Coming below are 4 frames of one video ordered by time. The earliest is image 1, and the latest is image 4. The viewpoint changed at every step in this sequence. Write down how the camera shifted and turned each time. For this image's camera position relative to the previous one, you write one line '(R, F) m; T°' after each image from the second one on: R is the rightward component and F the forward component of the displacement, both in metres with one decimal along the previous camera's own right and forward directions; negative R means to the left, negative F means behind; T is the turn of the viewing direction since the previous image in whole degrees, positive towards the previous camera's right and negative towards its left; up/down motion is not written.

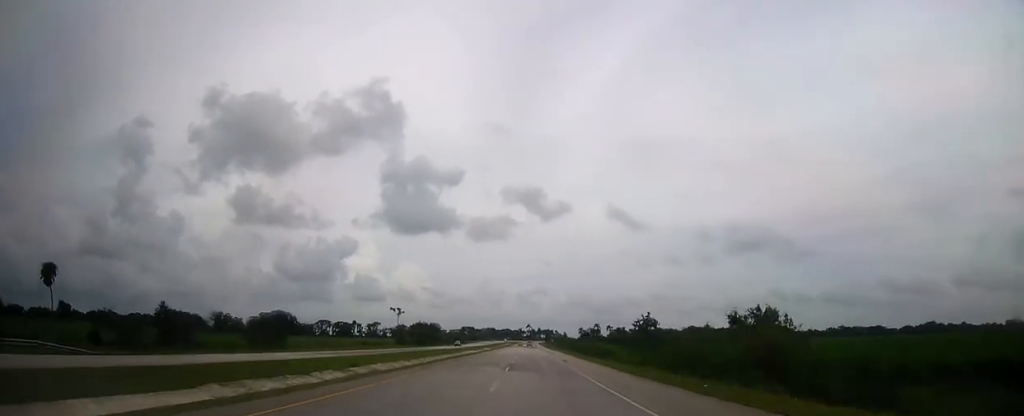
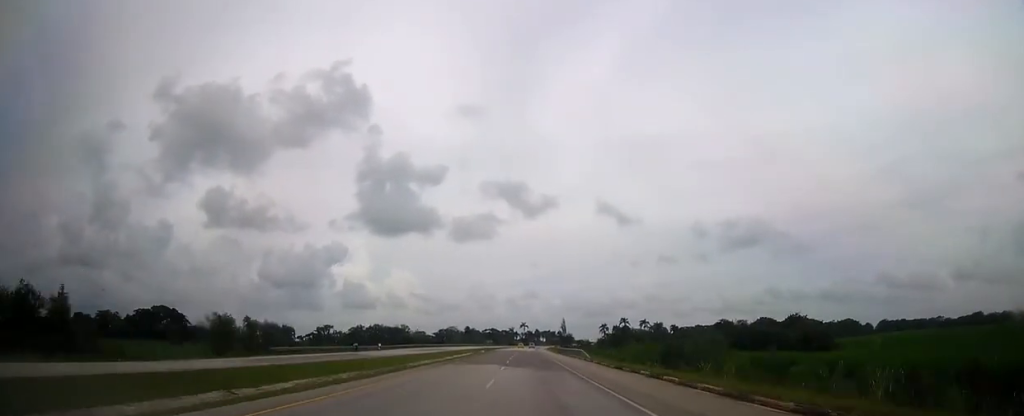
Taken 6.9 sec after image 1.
(0.0, +203.3) m; 0°
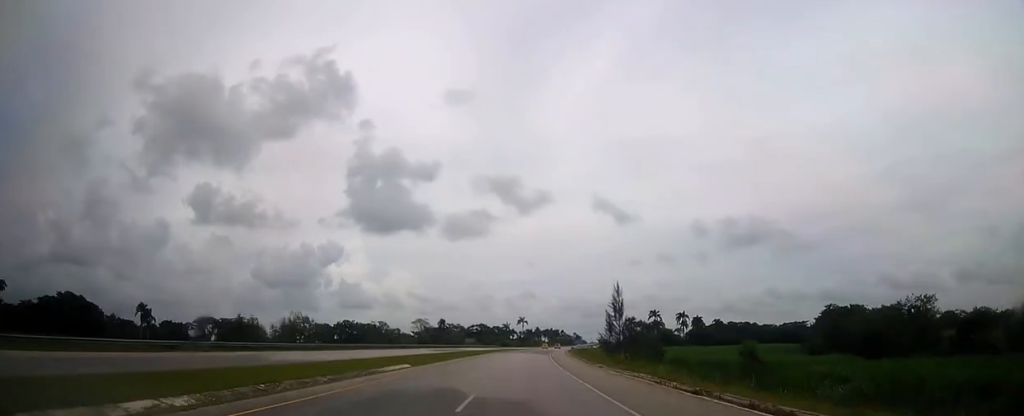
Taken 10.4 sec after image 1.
(+0.4, +102.5) m; +1°
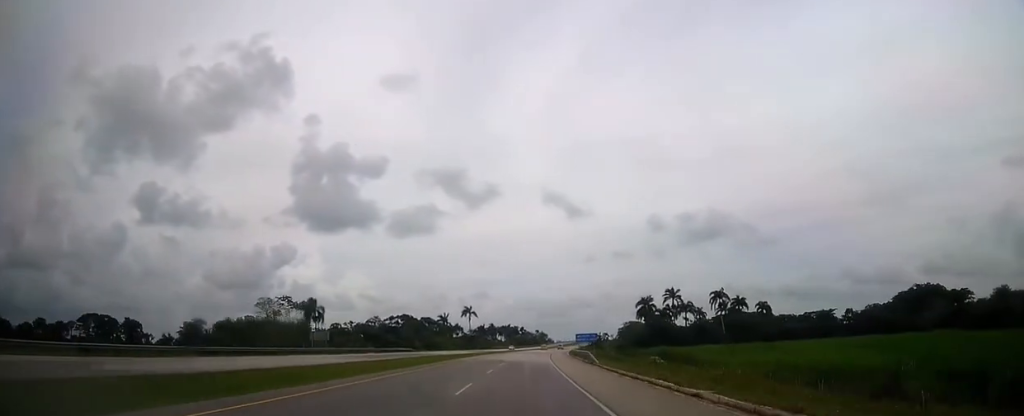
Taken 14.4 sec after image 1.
(+2.8, +115.1) m; +3°
